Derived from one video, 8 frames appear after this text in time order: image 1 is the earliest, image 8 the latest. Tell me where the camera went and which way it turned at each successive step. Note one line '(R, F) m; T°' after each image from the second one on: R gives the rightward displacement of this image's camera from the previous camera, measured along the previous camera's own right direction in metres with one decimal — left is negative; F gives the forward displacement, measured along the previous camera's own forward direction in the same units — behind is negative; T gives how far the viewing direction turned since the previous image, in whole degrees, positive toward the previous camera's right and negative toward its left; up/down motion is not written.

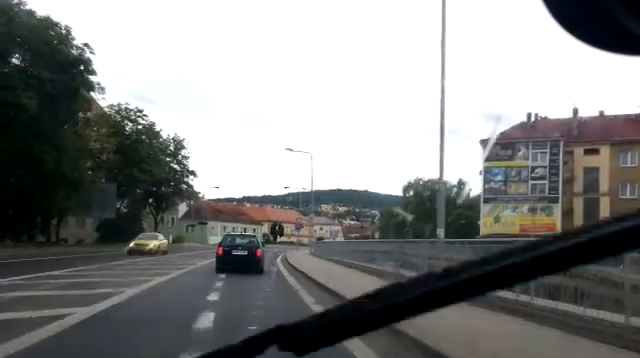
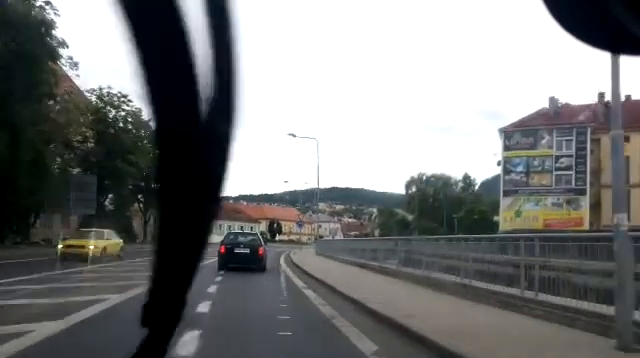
(+0.2, +5.0) m; 0°
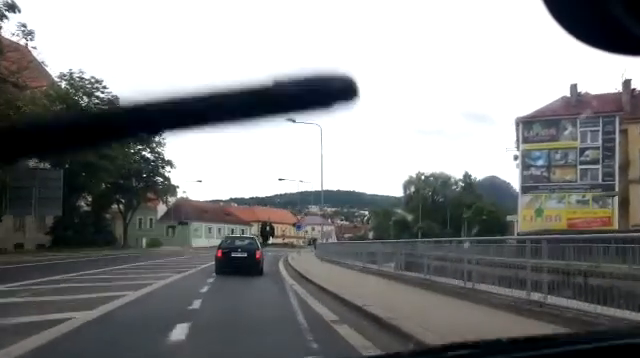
(+0.1, +5.3) m; 0°
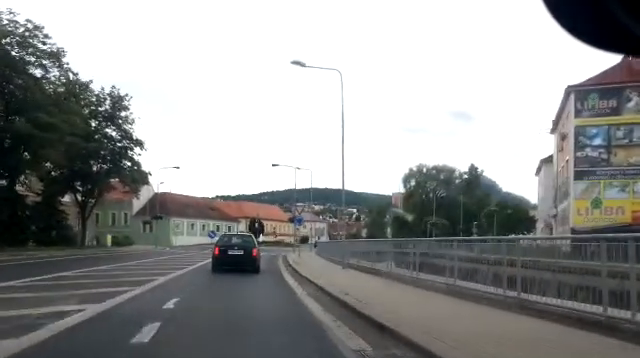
(-0.2, +9.3) m; 0°
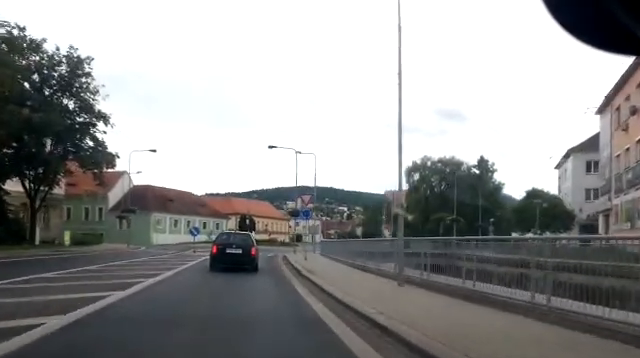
(+0.2, +8.1) m; +1°
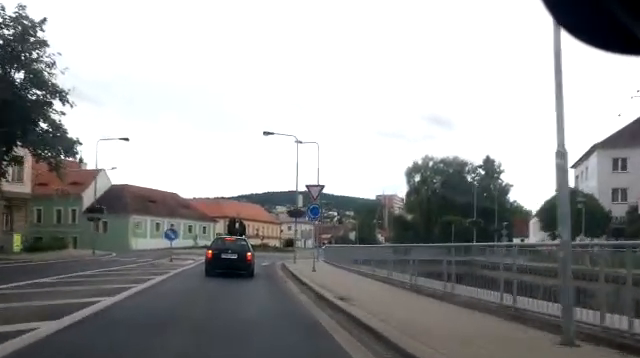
(0.0, +6.3) m; 0°
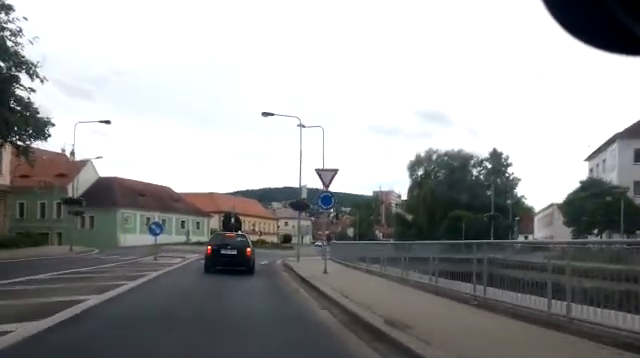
(0.0, +3.6) m; 0°
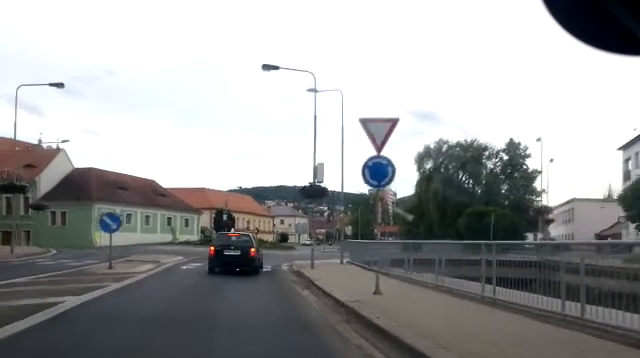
(0.0, +7.0) m; -1°
